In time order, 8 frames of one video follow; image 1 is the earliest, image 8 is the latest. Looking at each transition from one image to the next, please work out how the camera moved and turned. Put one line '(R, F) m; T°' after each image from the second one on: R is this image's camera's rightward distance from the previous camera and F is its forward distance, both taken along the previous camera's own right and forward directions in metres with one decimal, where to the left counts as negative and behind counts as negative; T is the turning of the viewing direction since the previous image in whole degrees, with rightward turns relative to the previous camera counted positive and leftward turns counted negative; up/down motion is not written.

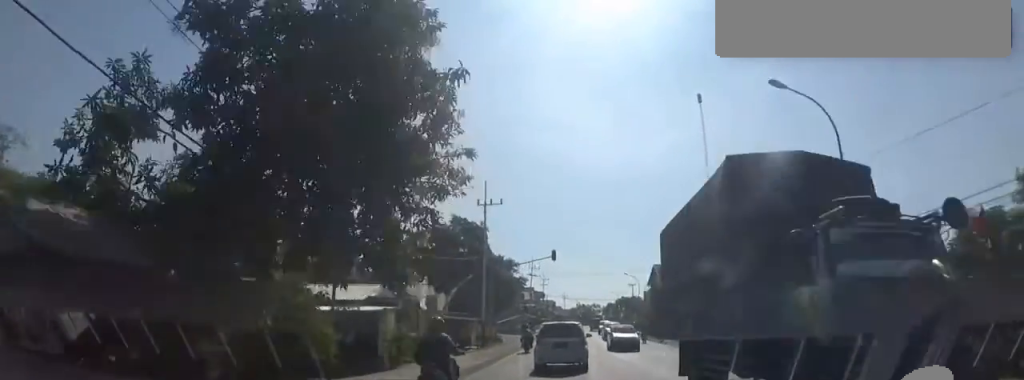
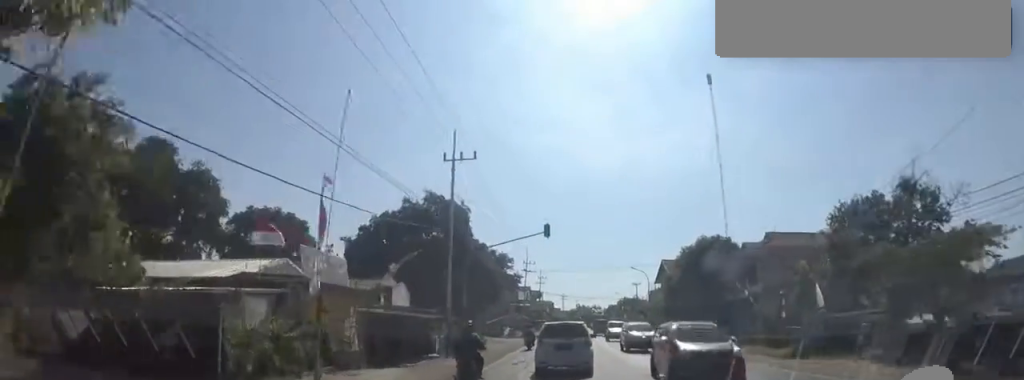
(0.0, +8.9) m; 0°
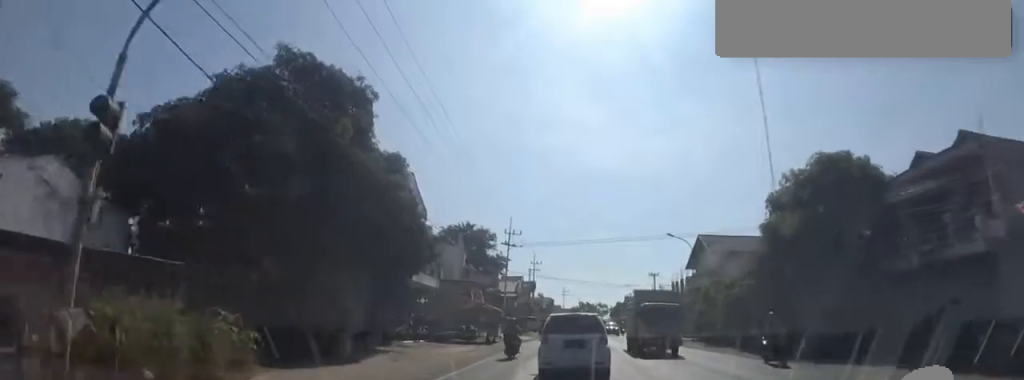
(-0.5, +22.0) m; +2°
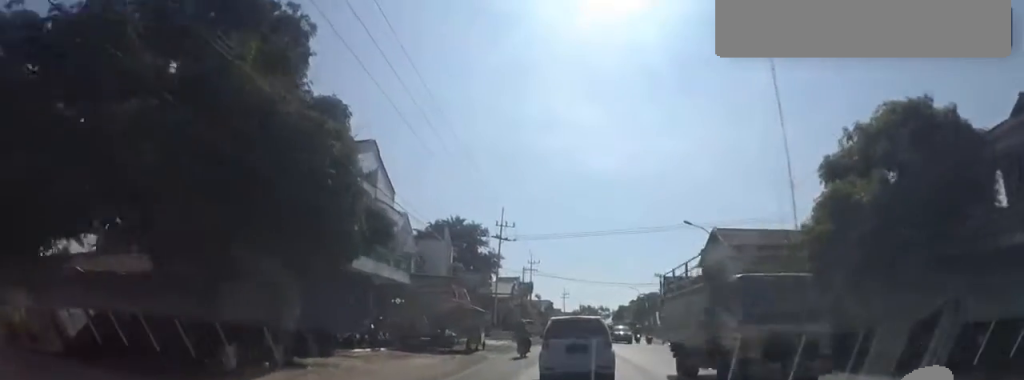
(+0.5, +5.6) m; +1°
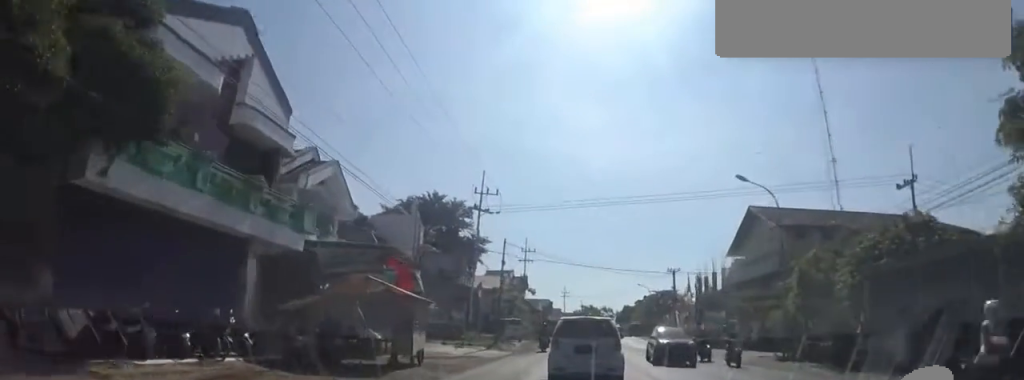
(+0.3, +10.2) m; 0°
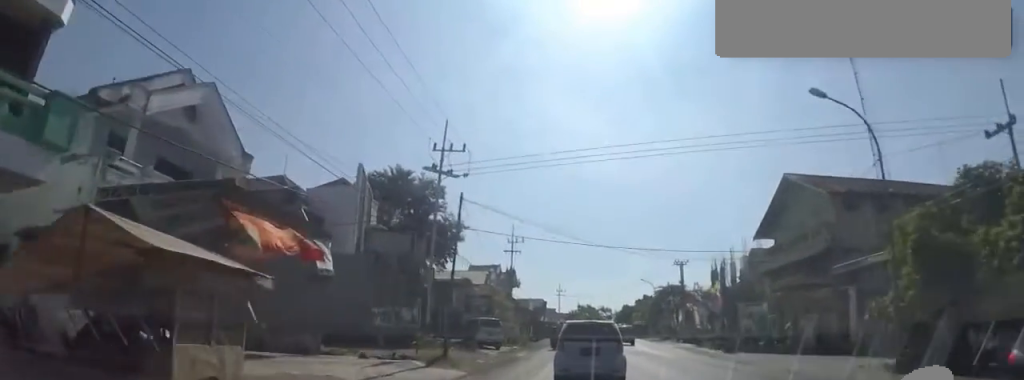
(-0.2, +8.6) m; -2°
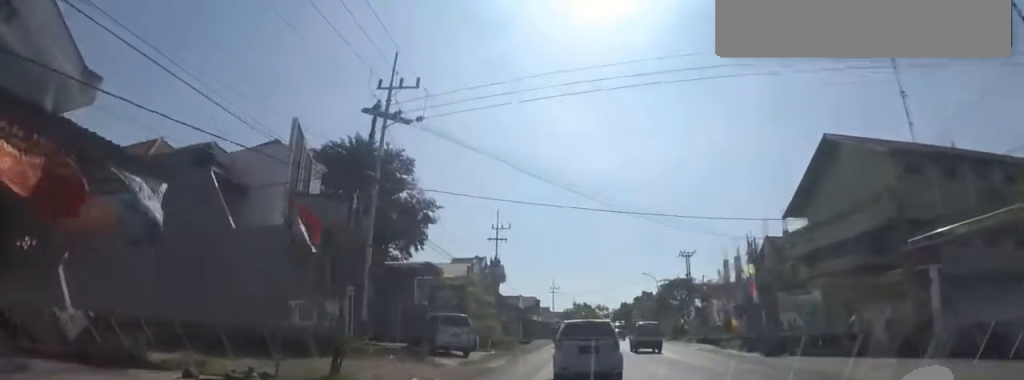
(0.0, +6.8) m; -1°
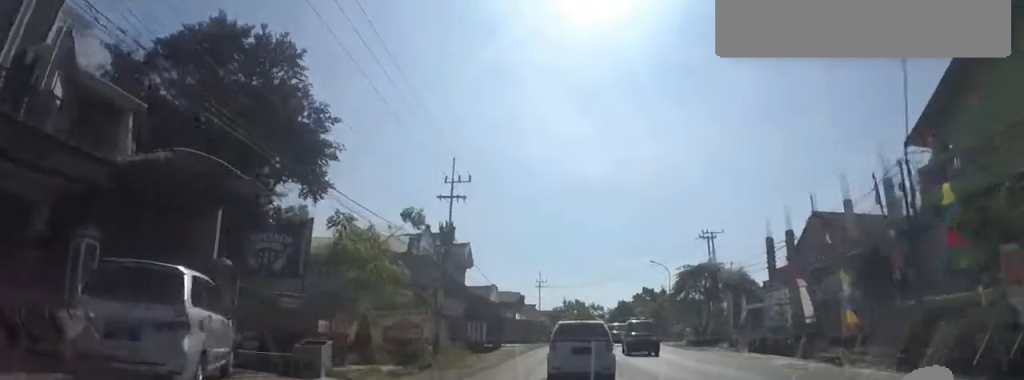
(-0.1, +13.9) m; +1°
